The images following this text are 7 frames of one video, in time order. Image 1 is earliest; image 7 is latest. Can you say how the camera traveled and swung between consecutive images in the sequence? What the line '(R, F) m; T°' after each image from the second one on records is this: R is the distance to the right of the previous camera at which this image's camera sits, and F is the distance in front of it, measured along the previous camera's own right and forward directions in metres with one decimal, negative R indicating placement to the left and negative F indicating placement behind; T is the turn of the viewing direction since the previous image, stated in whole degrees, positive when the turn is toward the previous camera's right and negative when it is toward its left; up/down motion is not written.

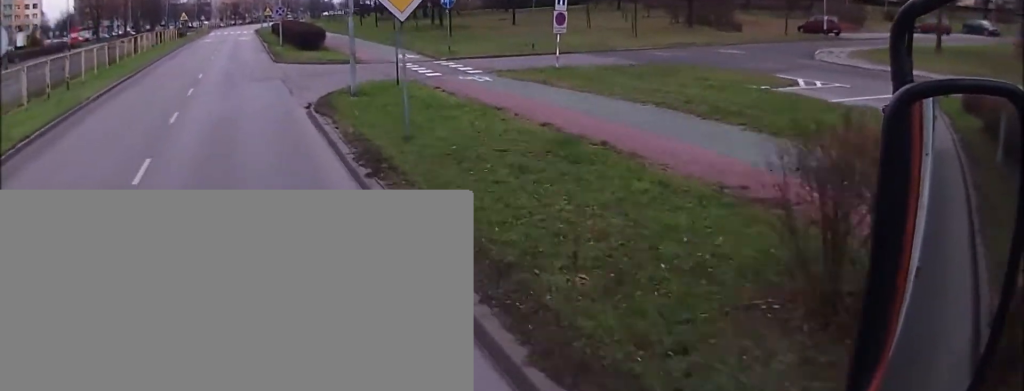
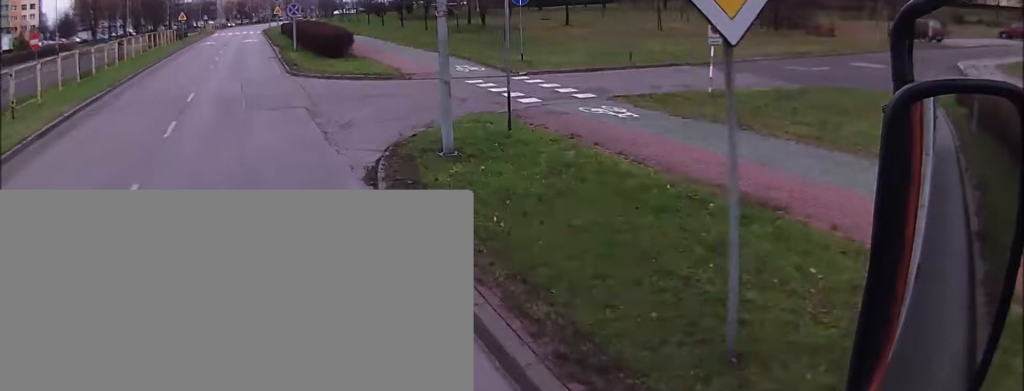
(+0.3, +8.3) m; 0°
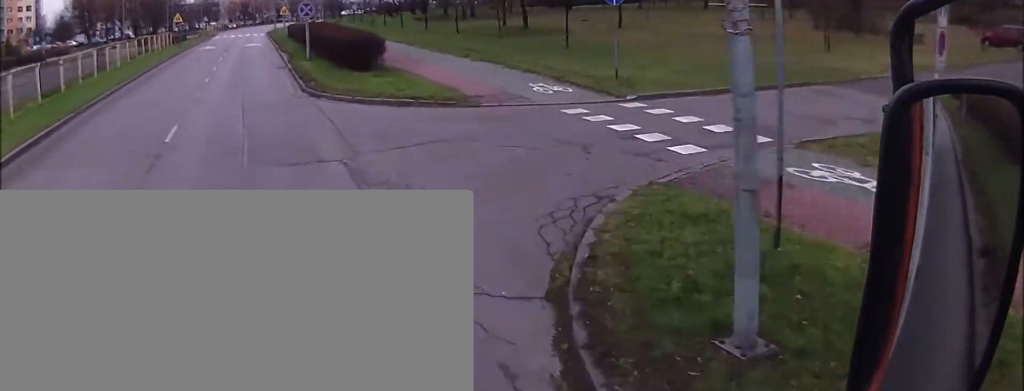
(0.0, +6.6) m; -1°
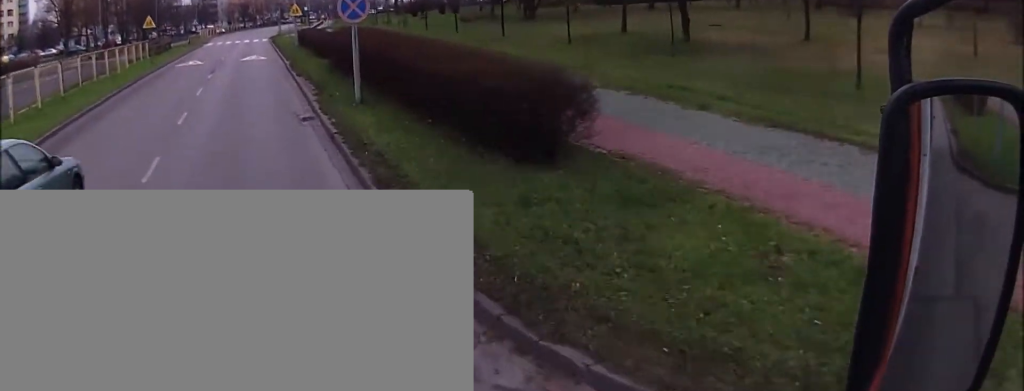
(-0.4, +15.7) m; -1°
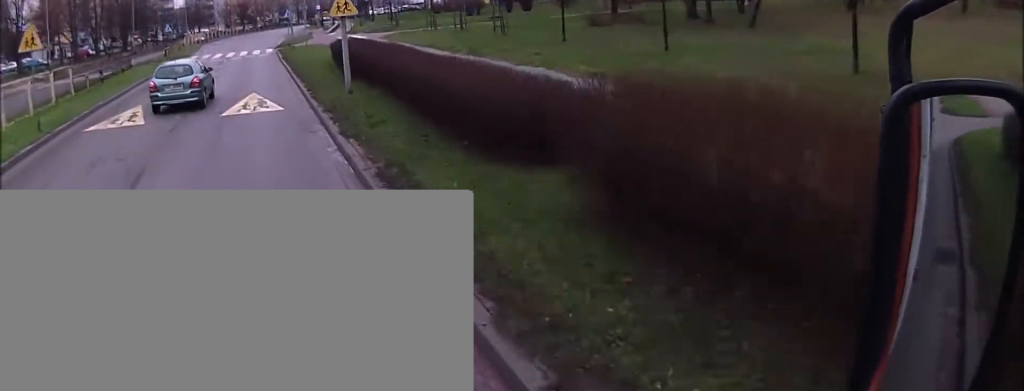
(0.0, +22.4) m; 0°
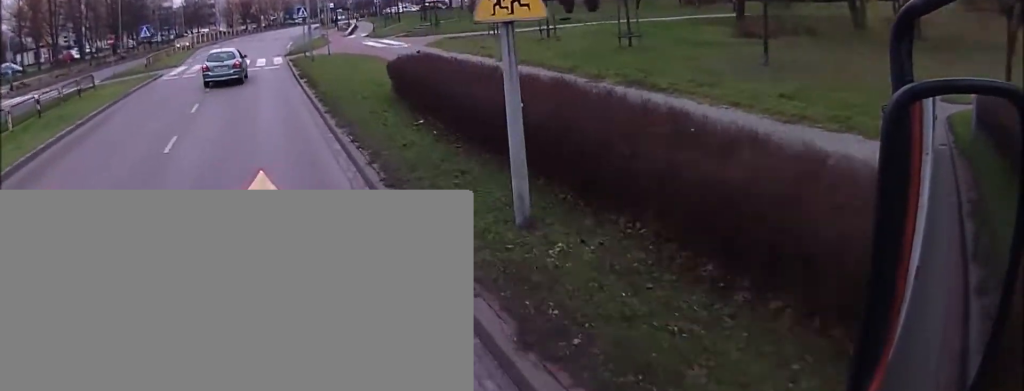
(0.0, +11.4) m; 0°
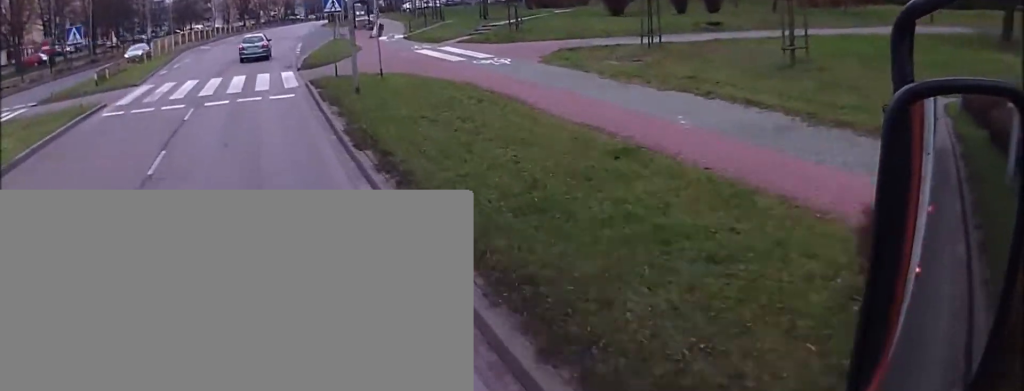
(+0.2, +15.2) m; -1°
